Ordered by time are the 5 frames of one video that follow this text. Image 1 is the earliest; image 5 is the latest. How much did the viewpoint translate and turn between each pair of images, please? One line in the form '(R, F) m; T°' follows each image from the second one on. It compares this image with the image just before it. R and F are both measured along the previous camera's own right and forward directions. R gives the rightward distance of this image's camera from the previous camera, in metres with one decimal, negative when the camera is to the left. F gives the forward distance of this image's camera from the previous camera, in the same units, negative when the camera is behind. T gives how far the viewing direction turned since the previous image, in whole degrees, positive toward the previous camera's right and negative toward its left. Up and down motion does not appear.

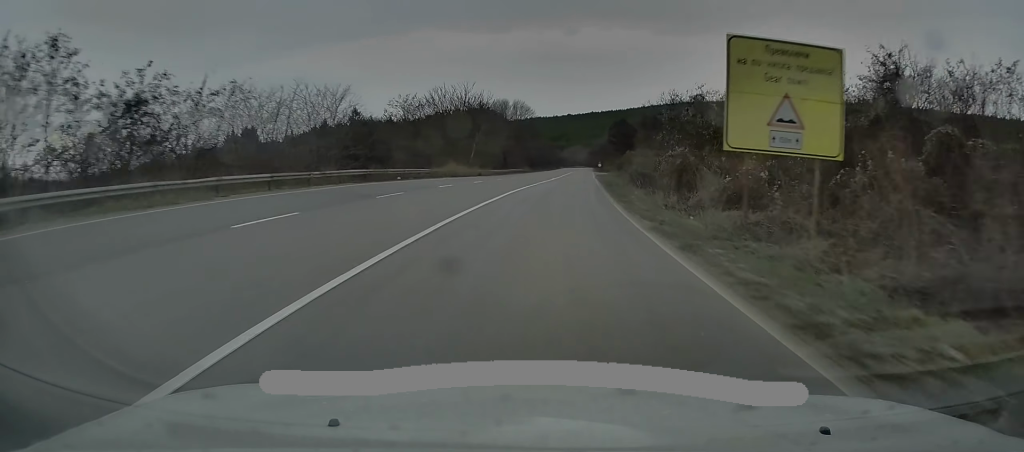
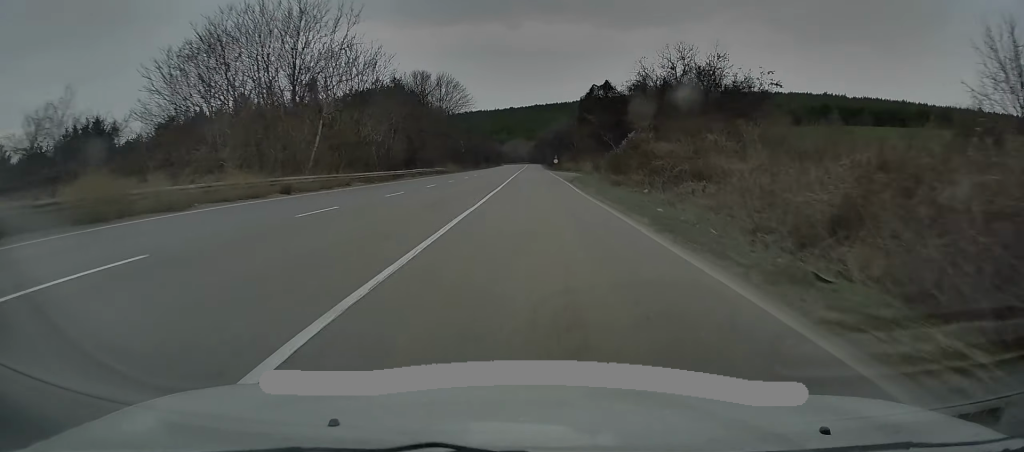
(+2.3, +42.0) m; +4°
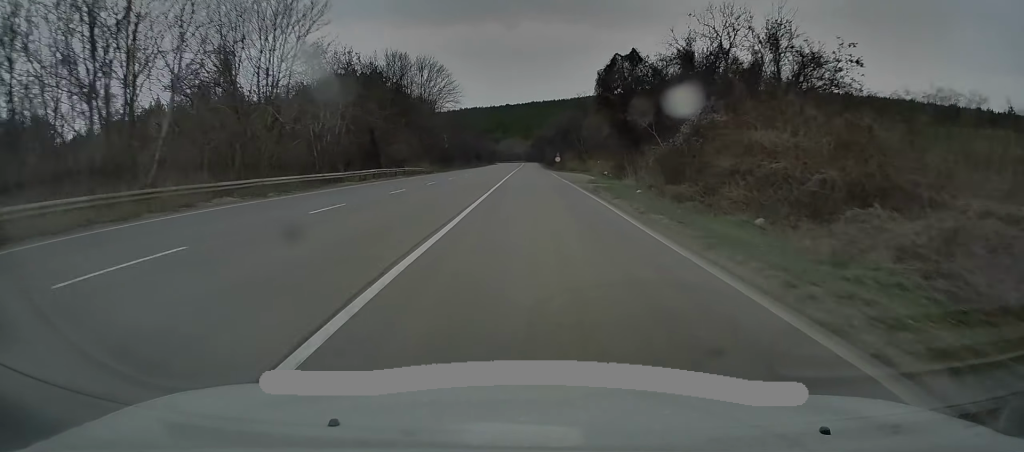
(+0.1, +17.1) m; 0°
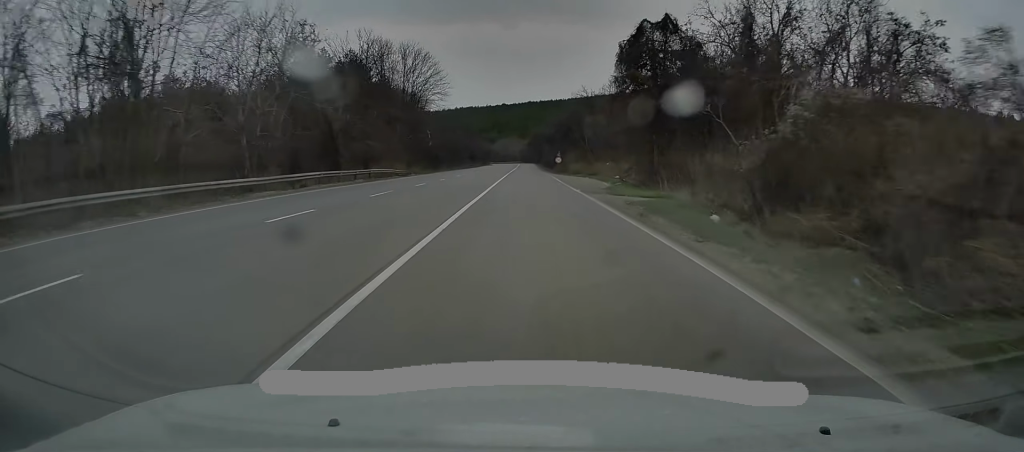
(0.0, +11.4) m; +1°
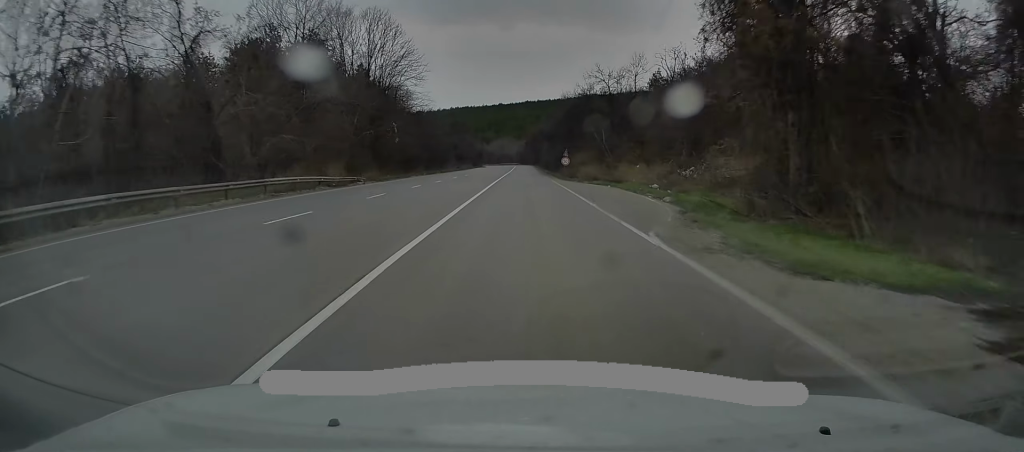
(+0.2, +17.8) m; +1°
